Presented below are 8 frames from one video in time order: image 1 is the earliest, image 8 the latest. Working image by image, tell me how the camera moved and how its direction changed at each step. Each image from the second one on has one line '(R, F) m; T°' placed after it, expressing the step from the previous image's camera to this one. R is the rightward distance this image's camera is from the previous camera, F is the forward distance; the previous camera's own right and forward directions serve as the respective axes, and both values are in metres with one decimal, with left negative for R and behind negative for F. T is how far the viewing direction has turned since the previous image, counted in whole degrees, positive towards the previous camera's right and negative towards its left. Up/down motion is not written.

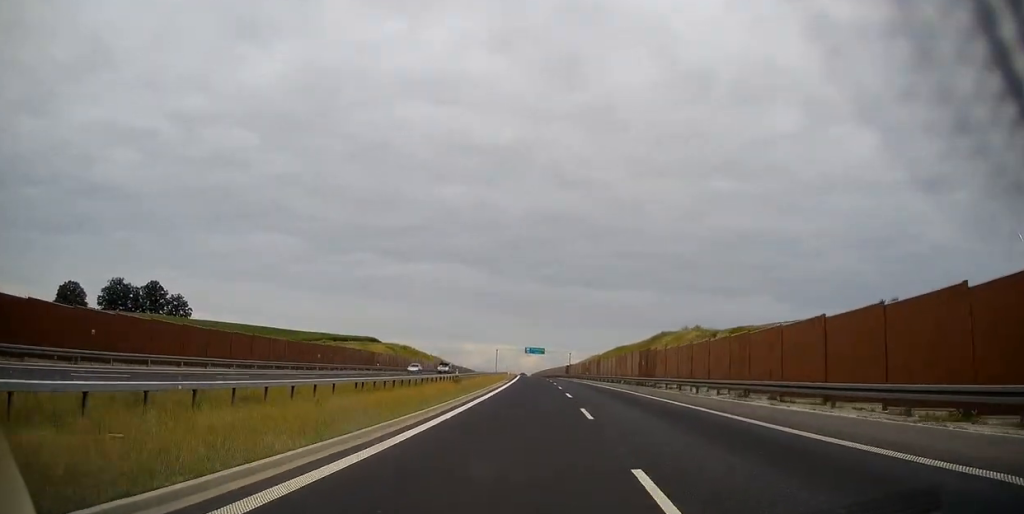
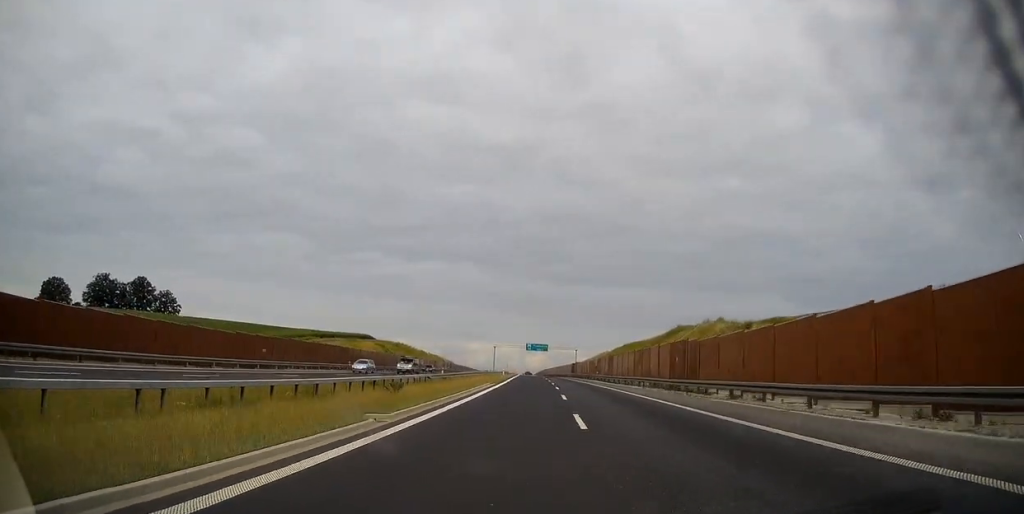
(0.0, +15.0) m; 0°
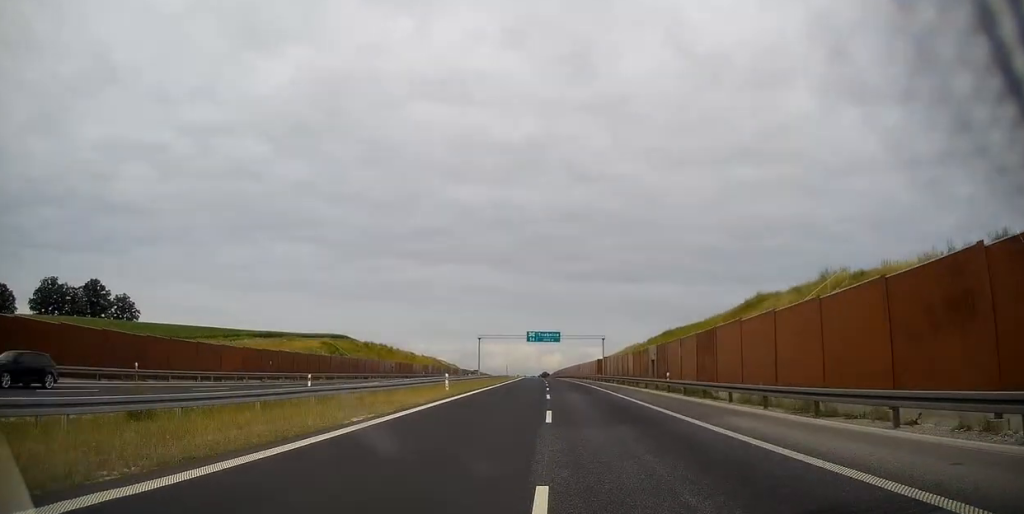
(-0.7, +46.2) m; -1°
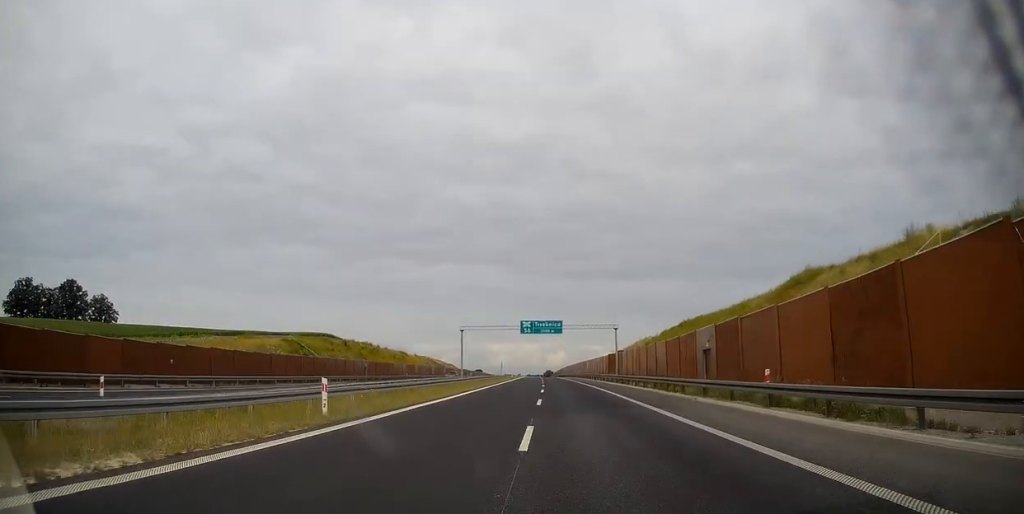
(0.0, +17.4) m; 0°
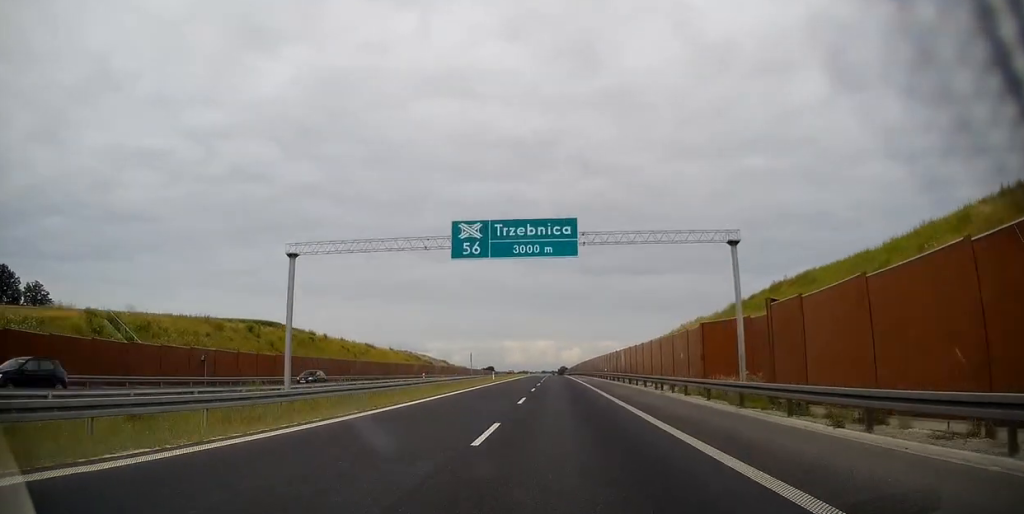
(-0.5, +47.7) m; -1°
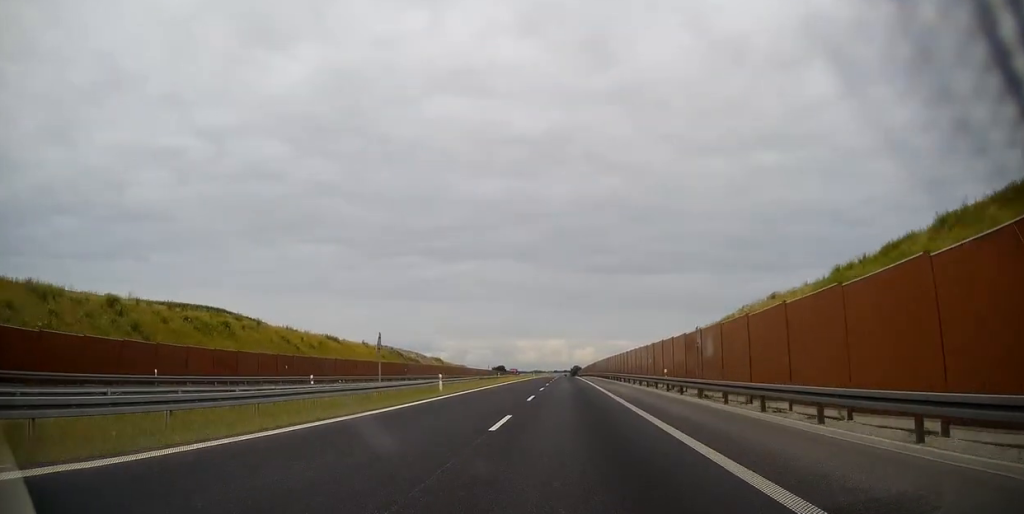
(-0.3, +33.7) m; -1°
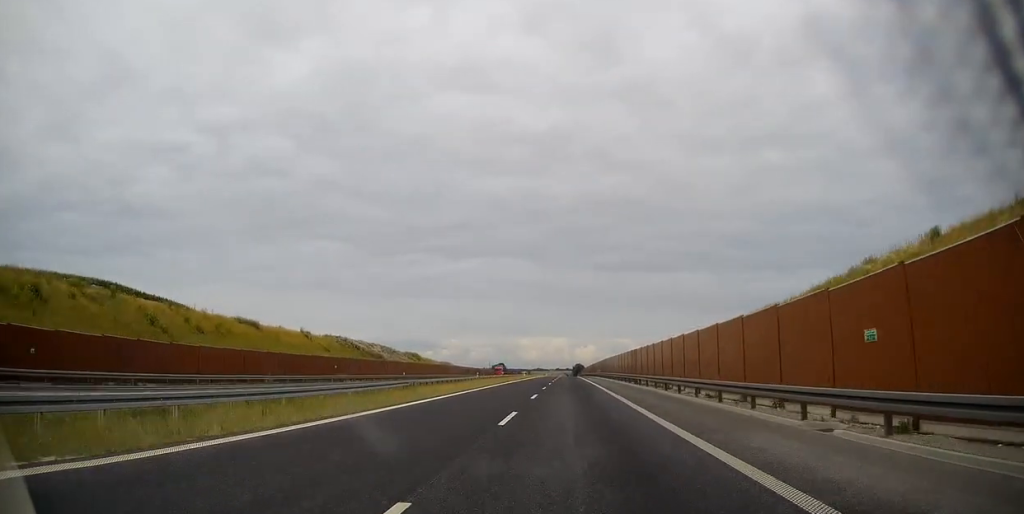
(-0.3, +34.8) m; -1°
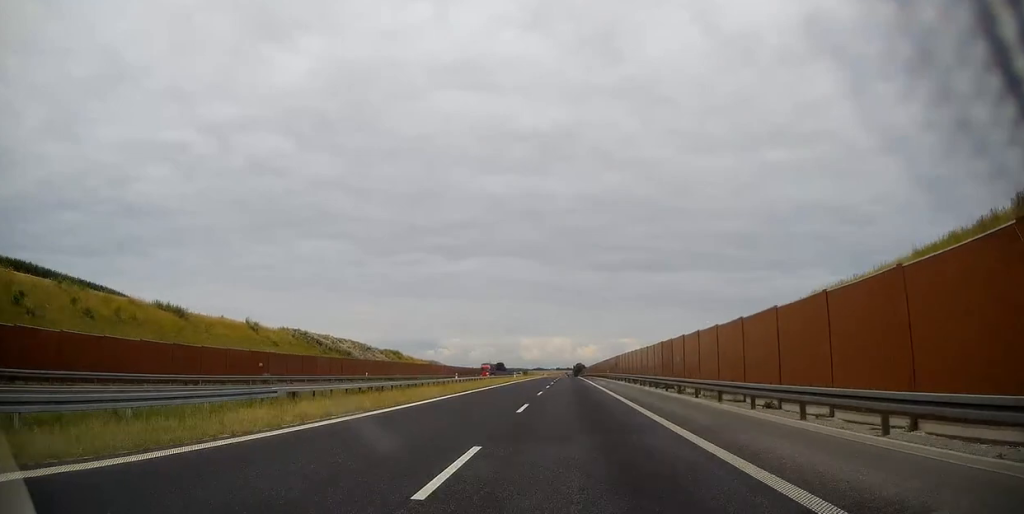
(-0.1, +19.7) m; 0°
